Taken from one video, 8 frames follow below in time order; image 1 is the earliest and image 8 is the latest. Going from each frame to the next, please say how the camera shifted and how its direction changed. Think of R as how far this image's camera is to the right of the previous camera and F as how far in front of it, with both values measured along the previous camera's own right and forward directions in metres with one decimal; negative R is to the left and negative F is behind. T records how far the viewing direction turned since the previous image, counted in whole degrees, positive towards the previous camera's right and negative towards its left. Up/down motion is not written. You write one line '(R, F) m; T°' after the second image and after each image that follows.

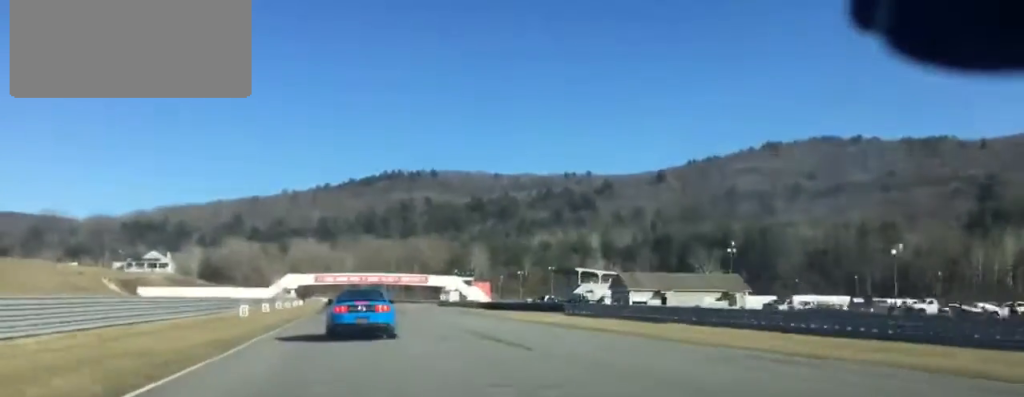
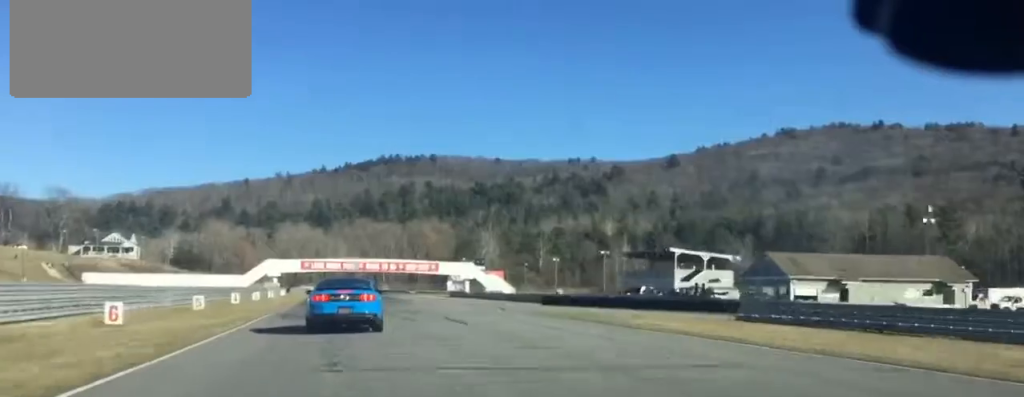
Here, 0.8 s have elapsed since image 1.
(+0.4, +35.2) m; +1°
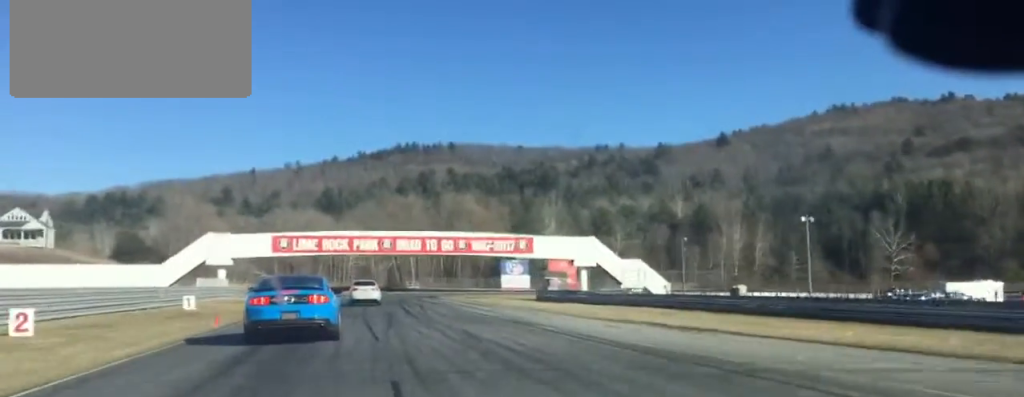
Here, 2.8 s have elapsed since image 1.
(+0.1, +86.3) m; 0°
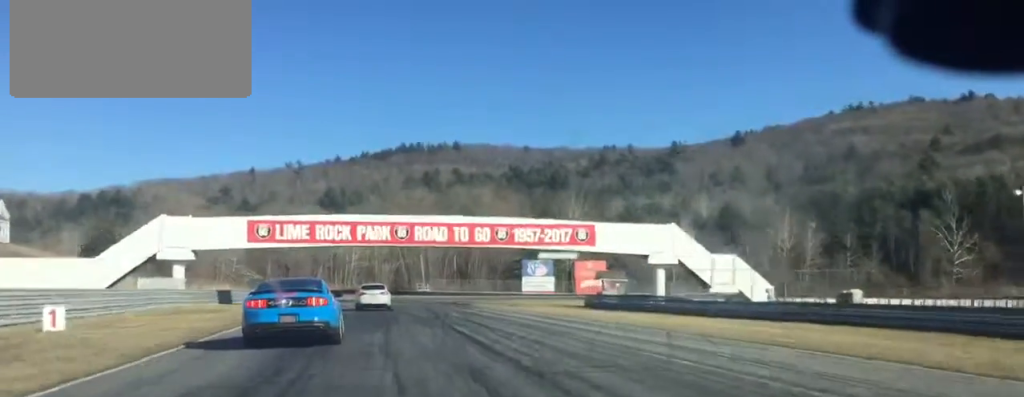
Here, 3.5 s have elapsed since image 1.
(0.0, +24.2) m; 0°
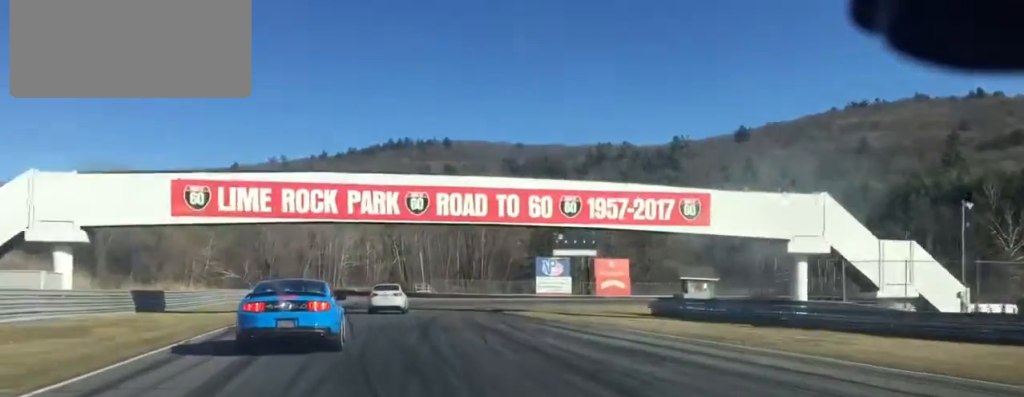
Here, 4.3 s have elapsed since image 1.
(0.0, +26.1) m; +1°
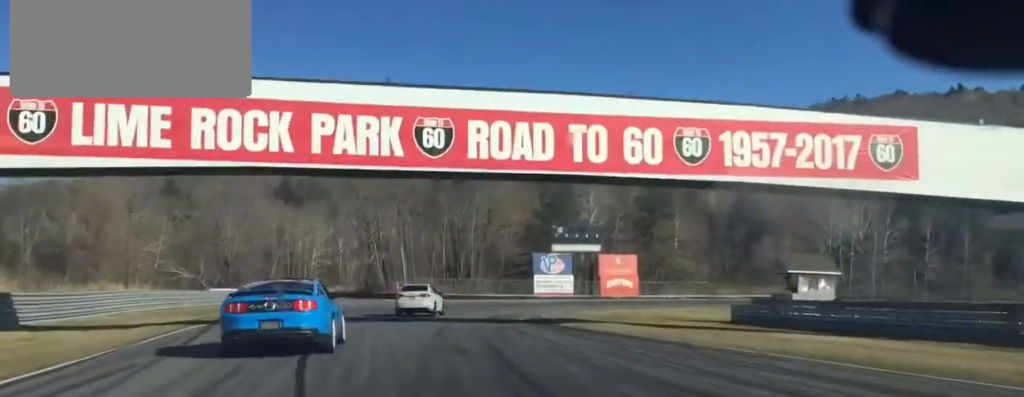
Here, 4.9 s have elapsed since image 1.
(-0.3, +19.9) m; +2°
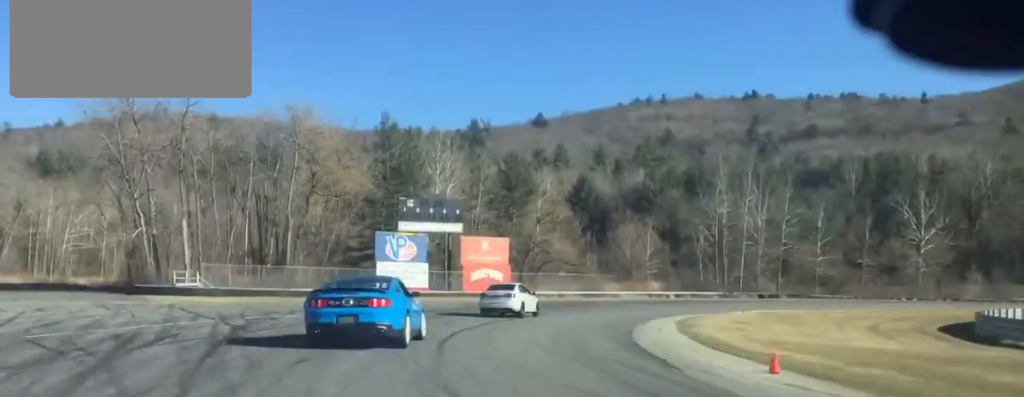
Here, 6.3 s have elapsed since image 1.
(+4.4, +40.0) m; +15°
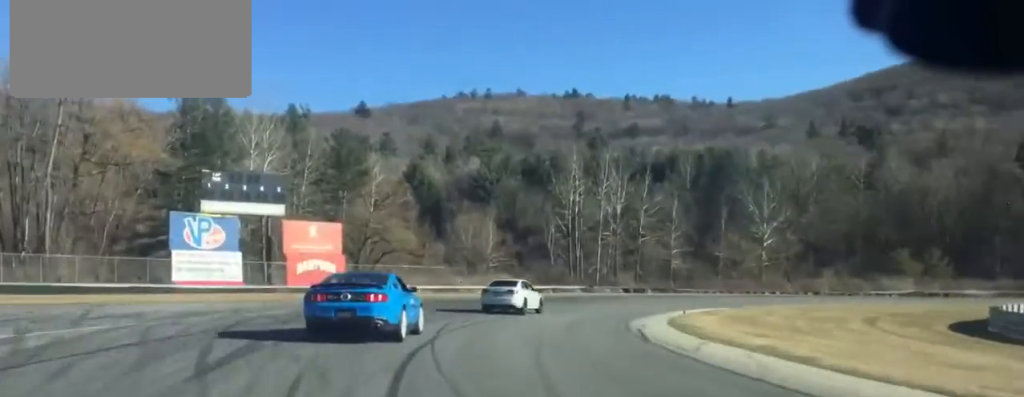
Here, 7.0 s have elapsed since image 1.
(+1.2, +18.1) m; +9°
